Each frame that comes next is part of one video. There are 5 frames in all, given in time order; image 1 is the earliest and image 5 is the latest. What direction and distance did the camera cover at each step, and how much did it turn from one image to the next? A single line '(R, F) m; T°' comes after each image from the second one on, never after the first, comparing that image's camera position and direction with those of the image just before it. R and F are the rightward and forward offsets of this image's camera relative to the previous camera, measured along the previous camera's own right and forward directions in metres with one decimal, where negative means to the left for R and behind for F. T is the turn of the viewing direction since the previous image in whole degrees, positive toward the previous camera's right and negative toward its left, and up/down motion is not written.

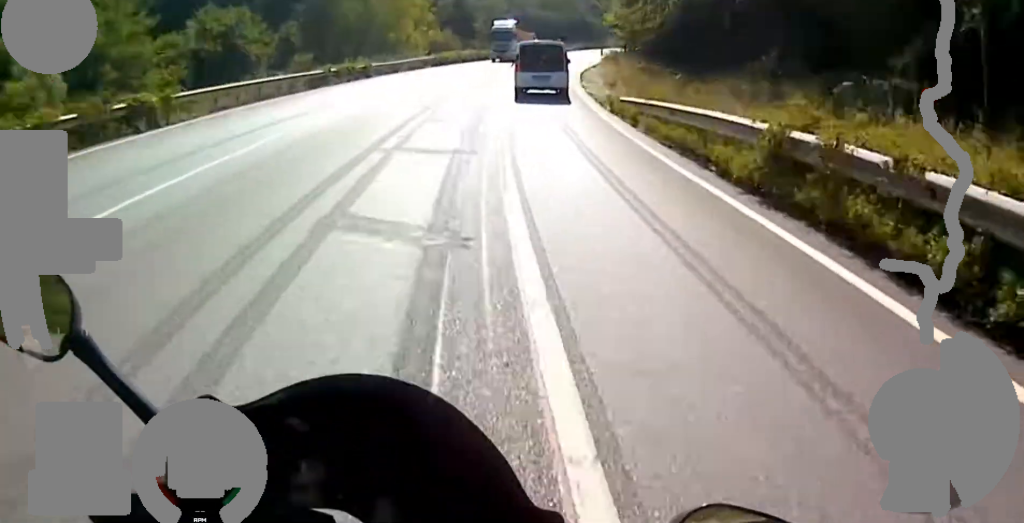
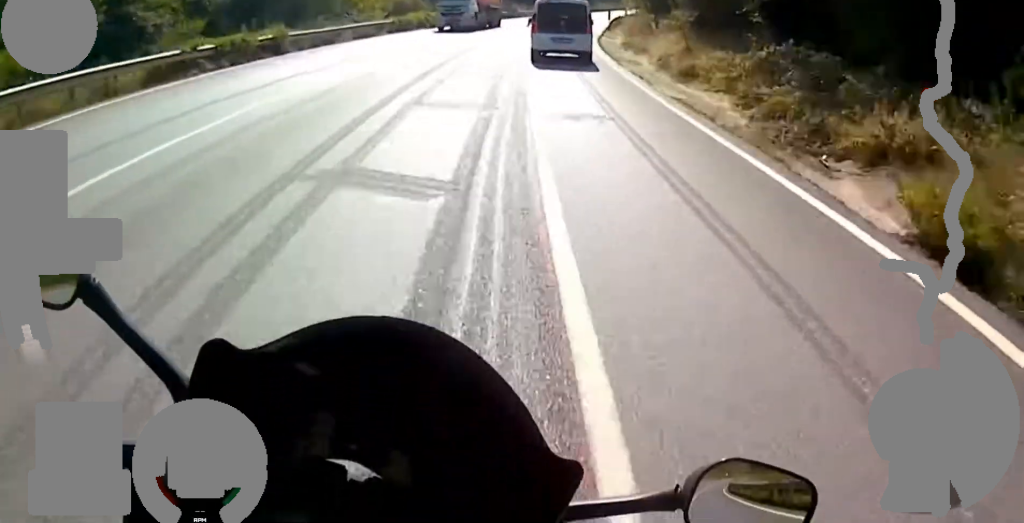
(+0.1, +14.4) m; +1°
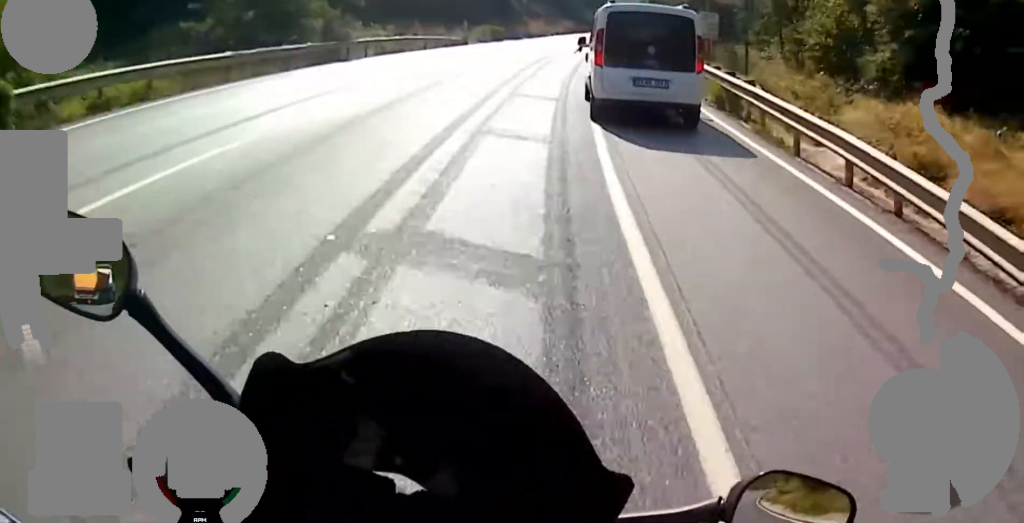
(+2.2, +55.2) m; +10°
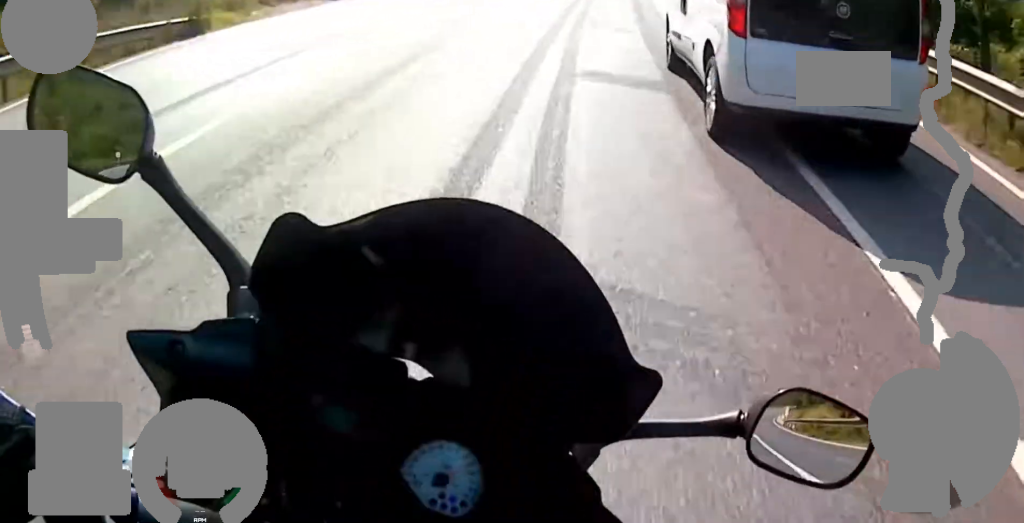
(+3.2, +33.7) m; +4°
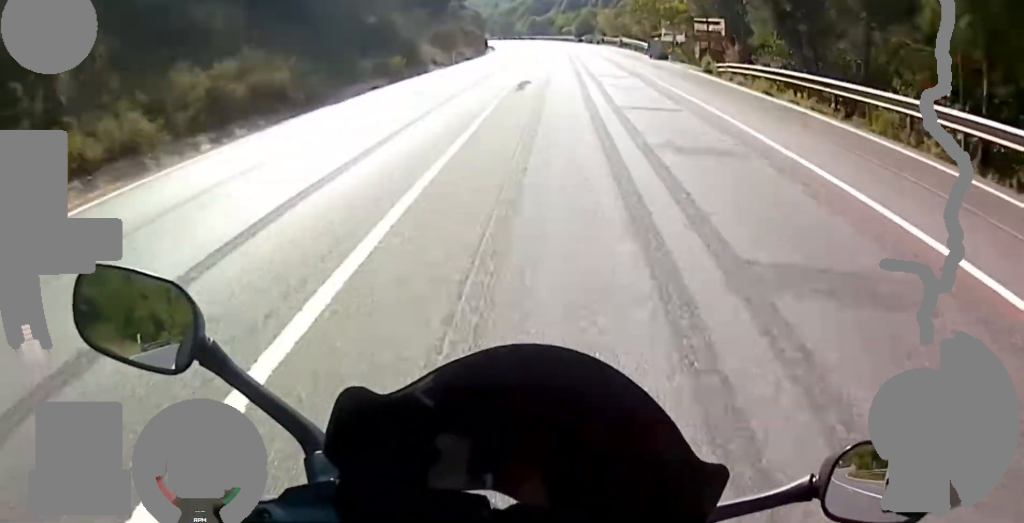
(-0.7, +44.4) m; 0°
